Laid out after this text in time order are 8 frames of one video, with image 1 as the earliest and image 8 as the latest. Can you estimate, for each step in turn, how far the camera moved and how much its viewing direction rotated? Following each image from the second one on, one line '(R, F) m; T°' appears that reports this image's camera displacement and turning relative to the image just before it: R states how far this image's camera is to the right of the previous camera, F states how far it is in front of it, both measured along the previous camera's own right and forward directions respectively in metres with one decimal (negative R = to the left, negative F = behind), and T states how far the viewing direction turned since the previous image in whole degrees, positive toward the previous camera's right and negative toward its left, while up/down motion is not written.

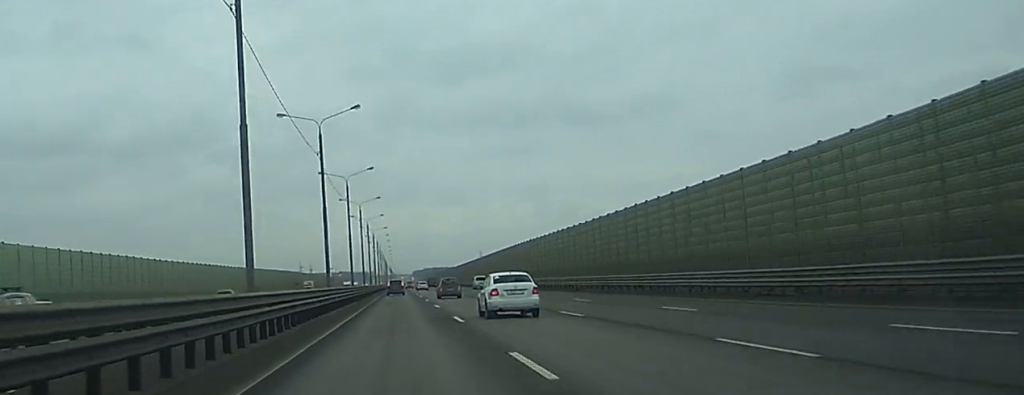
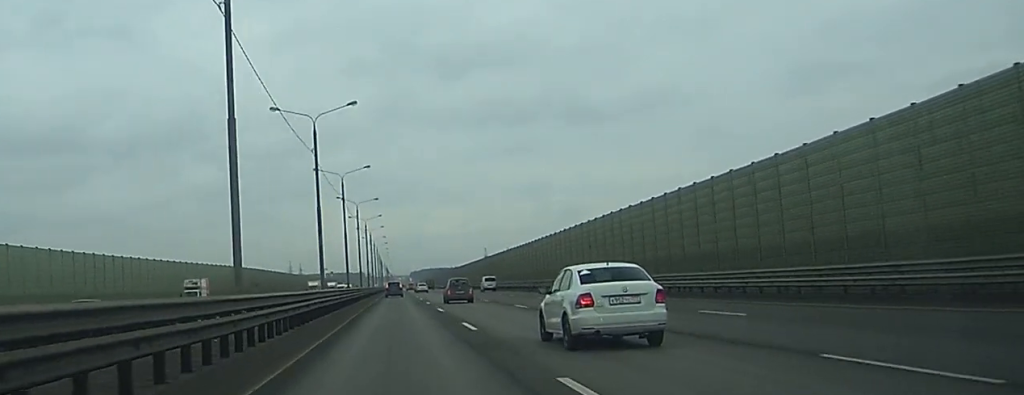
(-0.1, +68.3) m; 0°
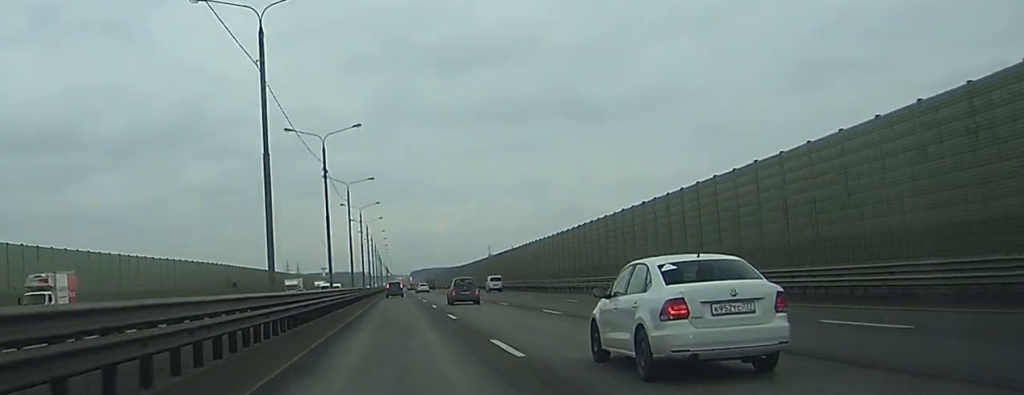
(0.0, +23.9) m; 0°
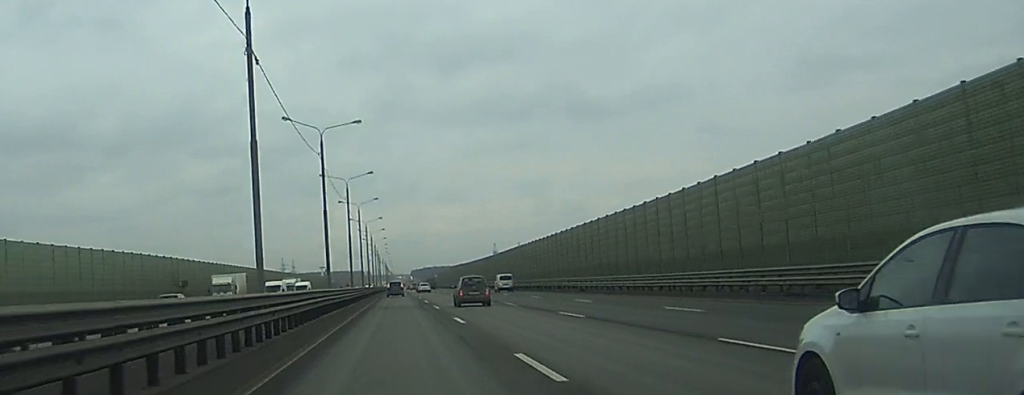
(0.0, +33.7) m; 0°
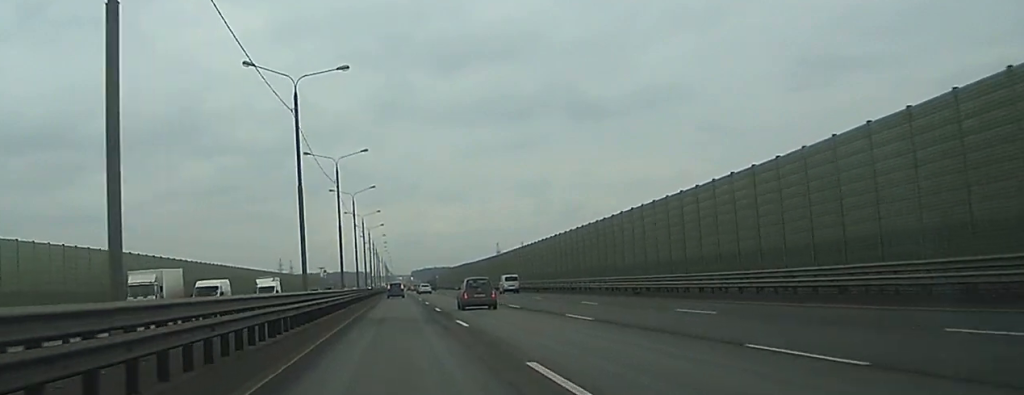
(0.0, +15.9) m; 0°
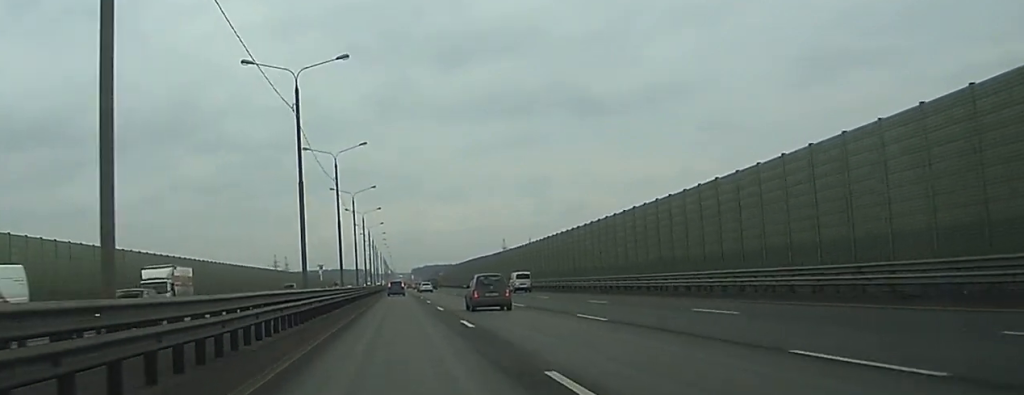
(-0.1, +29.4) m; 0°
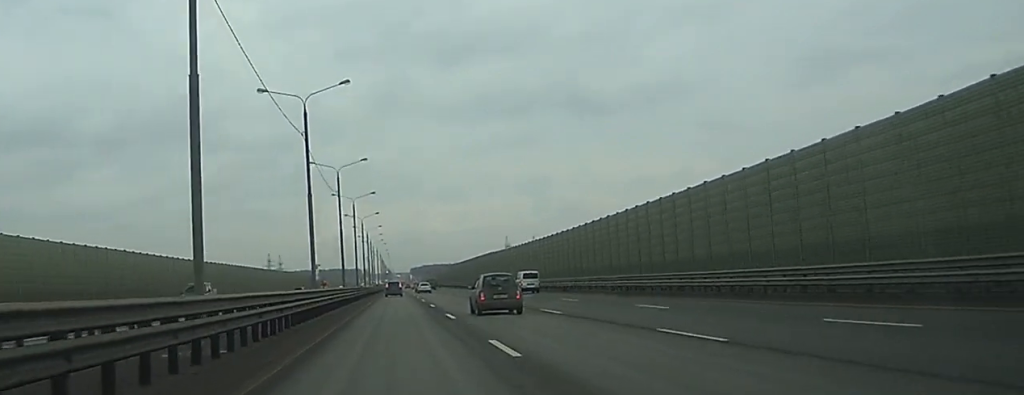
(+0.1, +22.3) m; 0°
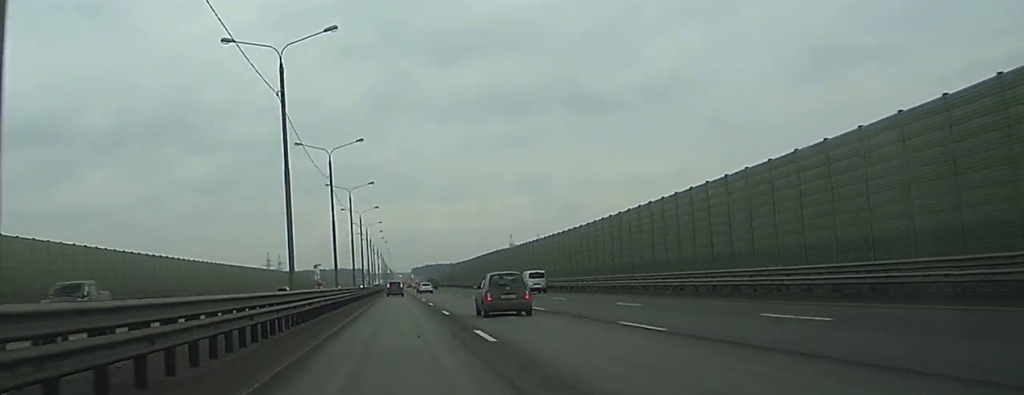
(0.0, +12.6) m; 0°
